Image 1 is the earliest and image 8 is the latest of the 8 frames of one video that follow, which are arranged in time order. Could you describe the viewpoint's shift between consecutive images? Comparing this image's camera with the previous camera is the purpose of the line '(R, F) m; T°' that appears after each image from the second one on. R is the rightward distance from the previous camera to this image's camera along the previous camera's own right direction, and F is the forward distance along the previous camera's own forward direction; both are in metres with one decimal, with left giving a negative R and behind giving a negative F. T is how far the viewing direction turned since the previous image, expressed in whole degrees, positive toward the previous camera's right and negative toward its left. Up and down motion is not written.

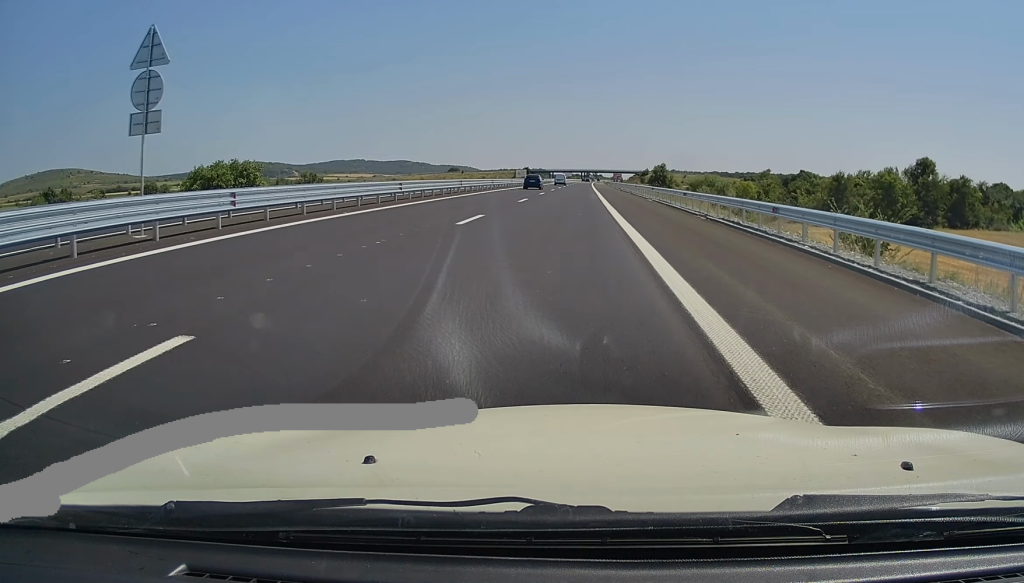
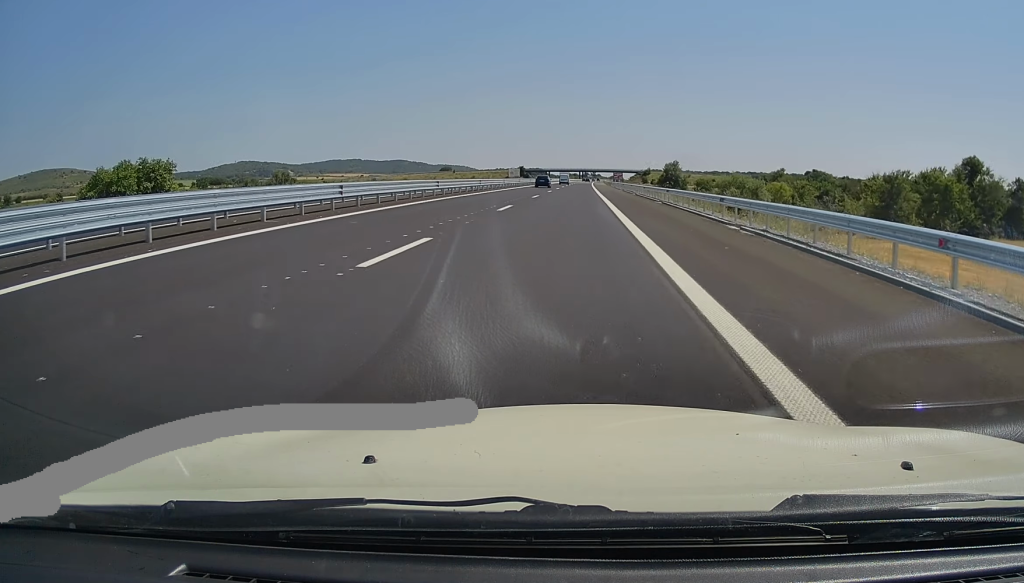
(+0.1, +24.2) m; 0°
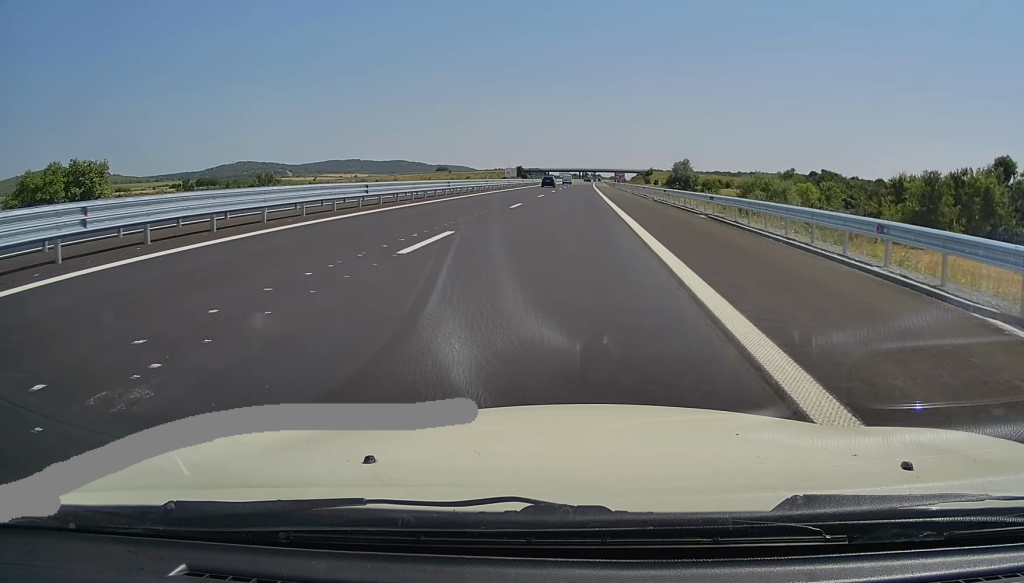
(+0.1, +13.4) m; 0°
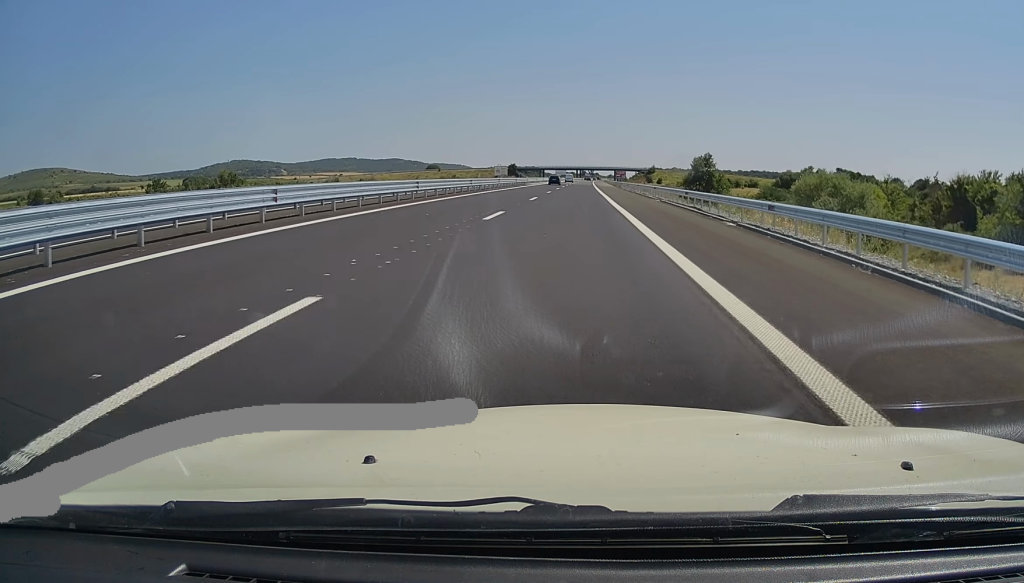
(-0.1, +24.3) m; 0°
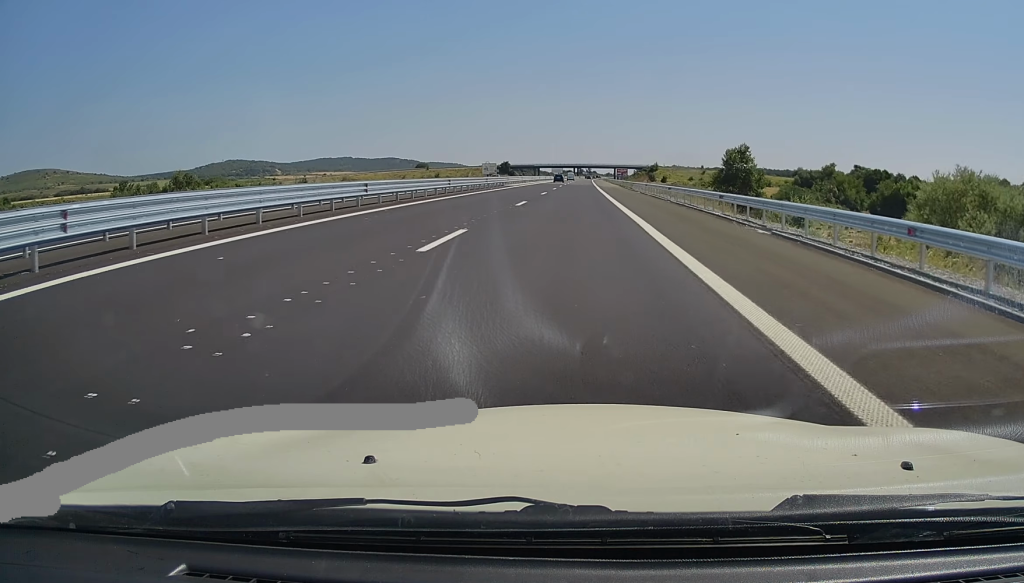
(+0.1, +24.3) m; 0°
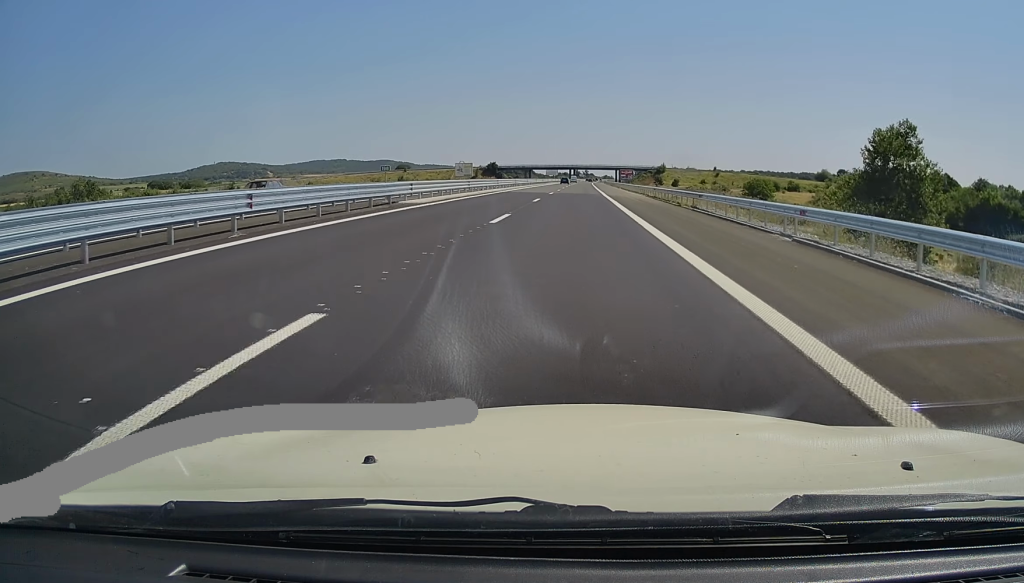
(-0.3, +41.5) m; -1°
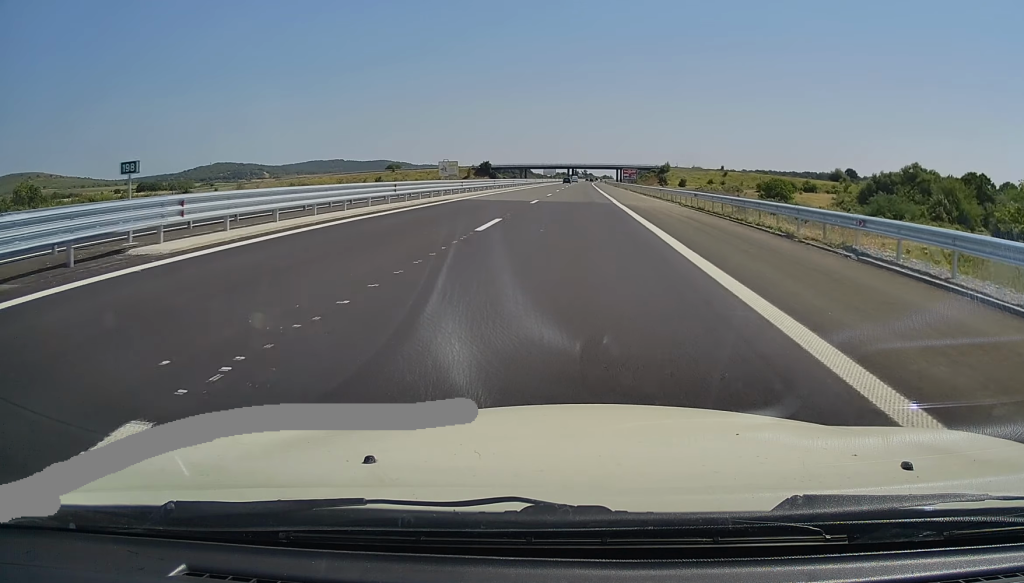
(-0.4, +19.0) m; +1°
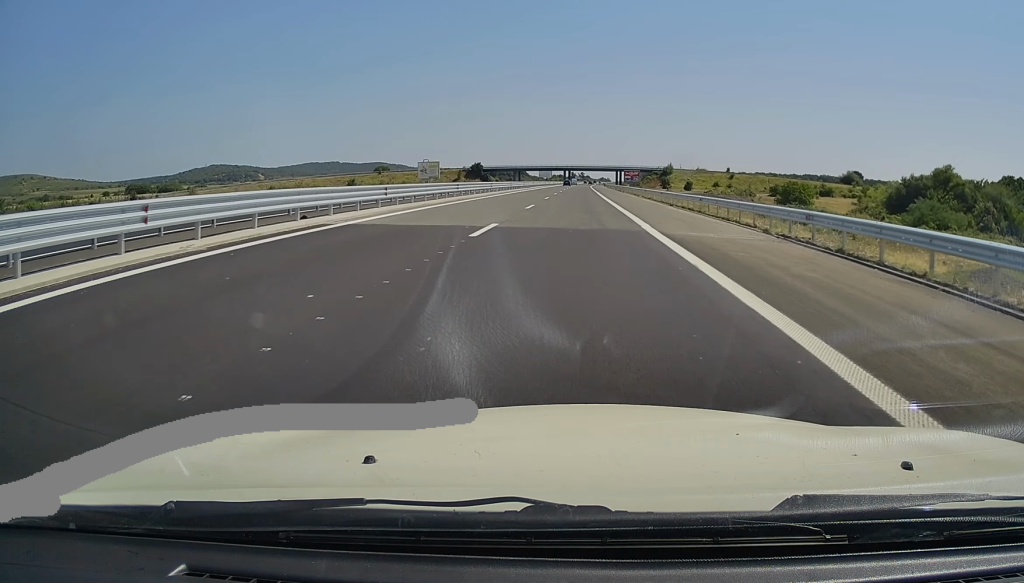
(+0.6, +17.2) m; +1°
